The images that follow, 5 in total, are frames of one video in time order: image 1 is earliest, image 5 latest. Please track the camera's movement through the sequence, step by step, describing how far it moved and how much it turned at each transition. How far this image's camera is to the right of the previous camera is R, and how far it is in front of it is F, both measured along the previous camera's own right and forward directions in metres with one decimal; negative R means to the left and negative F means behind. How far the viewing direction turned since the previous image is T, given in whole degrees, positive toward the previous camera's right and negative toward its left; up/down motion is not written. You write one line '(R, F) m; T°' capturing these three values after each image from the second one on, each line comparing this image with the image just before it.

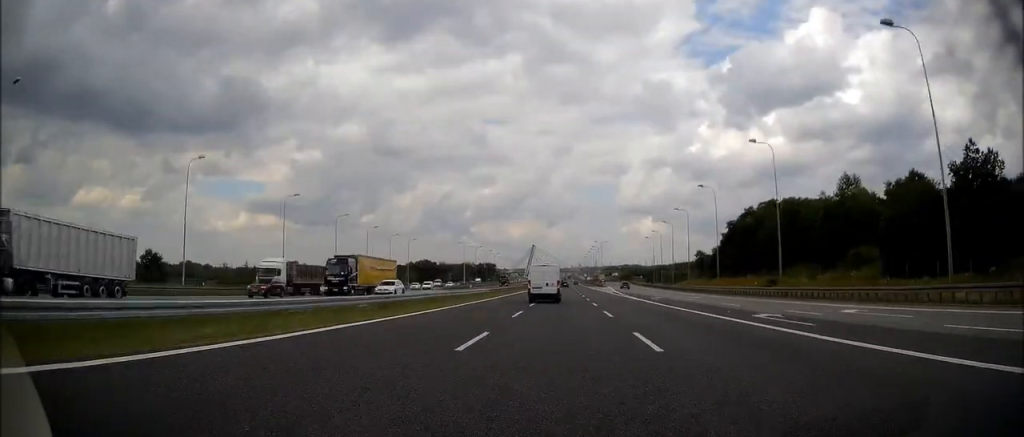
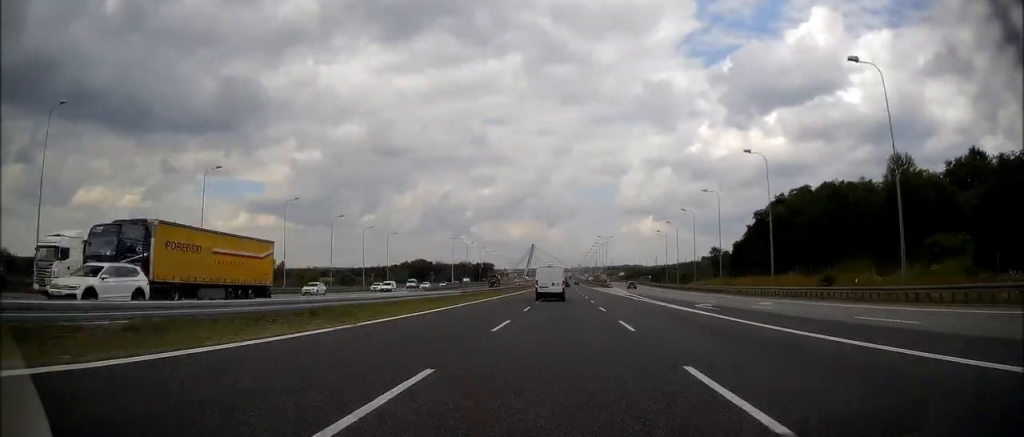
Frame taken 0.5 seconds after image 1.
(0.0, +18.6) m; 0°
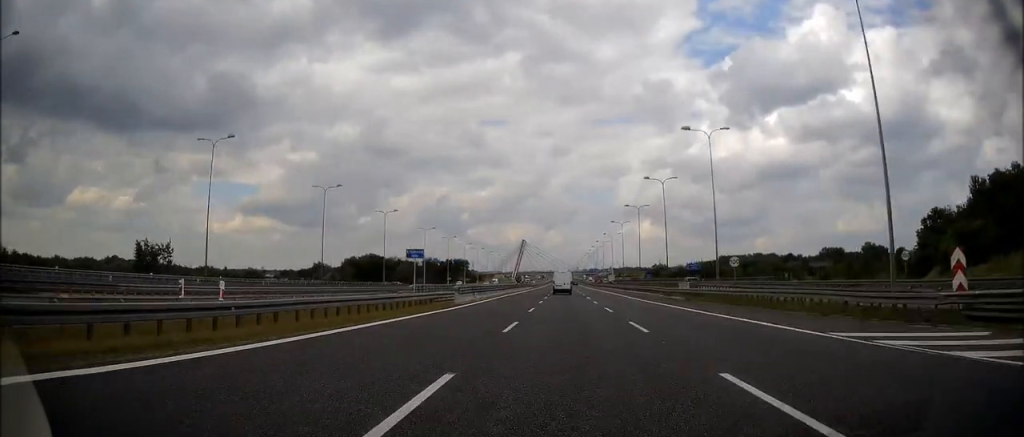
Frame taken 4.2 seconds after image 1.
(-0.2, +130.9) m; 0°
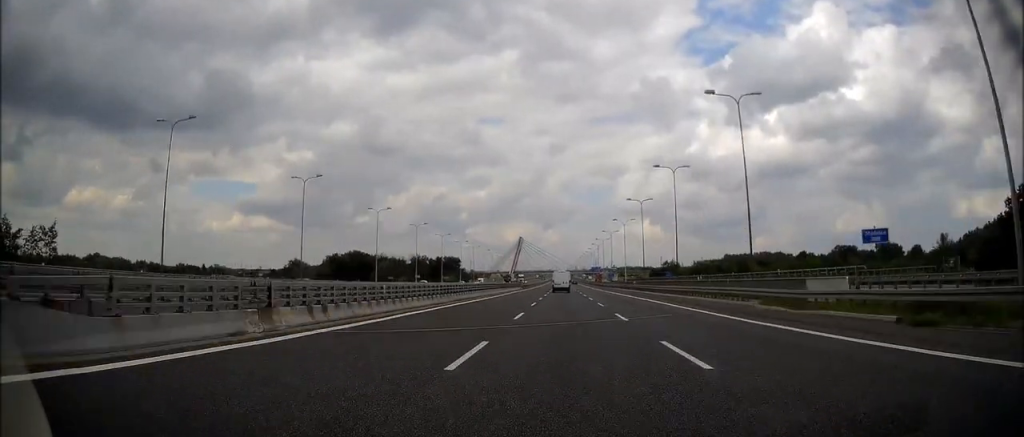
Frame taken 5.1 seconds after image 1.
(0.0, +30.9) m; 0°
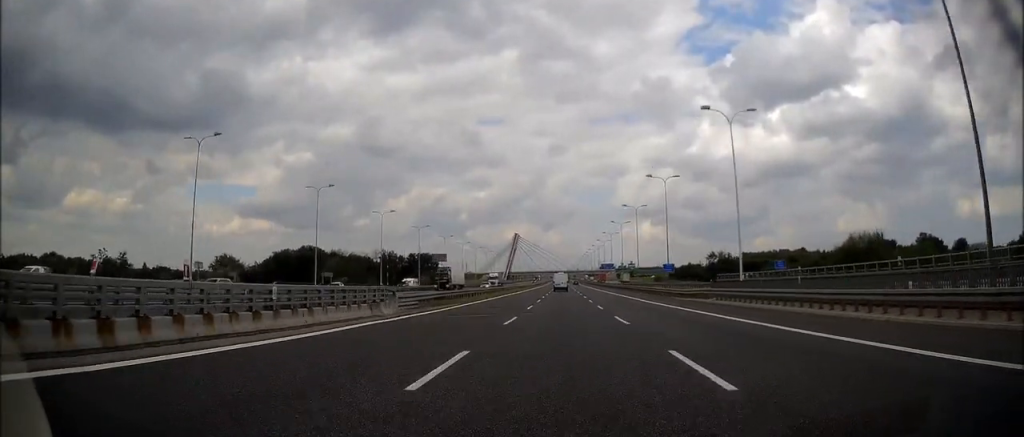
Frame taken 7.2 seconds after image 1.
(0.0, +72.9) m; 0°
